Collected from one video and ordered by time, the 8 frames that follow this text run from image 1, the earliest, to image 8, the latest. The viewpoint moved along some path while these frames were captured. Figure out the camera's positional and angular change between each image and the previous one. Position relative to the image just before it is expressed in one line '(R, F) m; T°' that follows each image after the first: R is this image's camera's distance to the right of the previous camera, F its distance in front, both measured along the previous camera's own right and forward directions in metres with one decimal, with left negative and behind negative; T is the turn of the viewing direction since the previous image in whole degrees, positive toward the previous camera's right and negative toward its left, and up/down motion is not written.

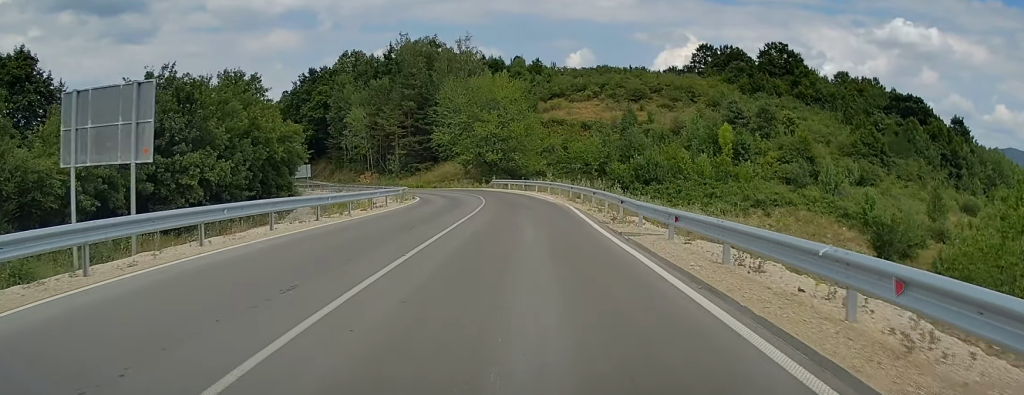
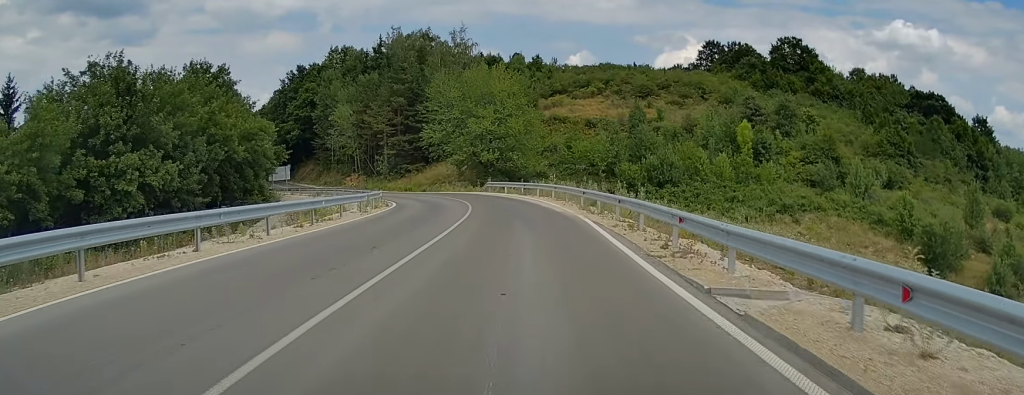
(-0.1, +8.2) m; -1°
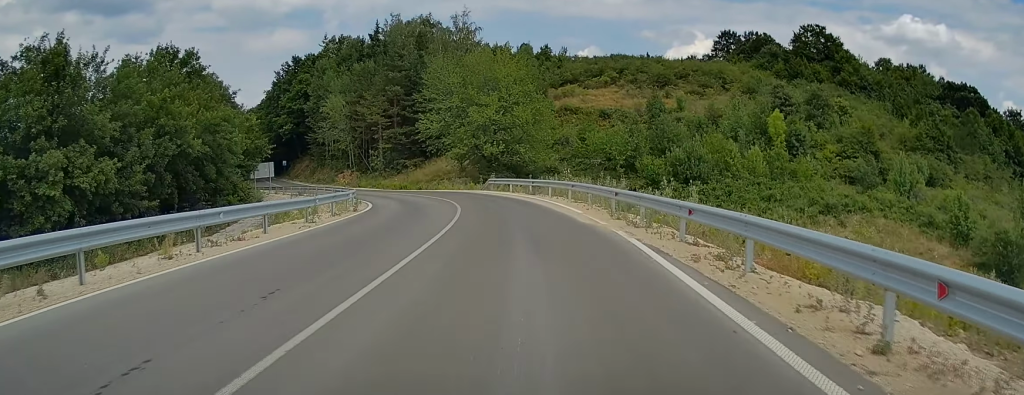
(0.0, +8.2) m; -1°
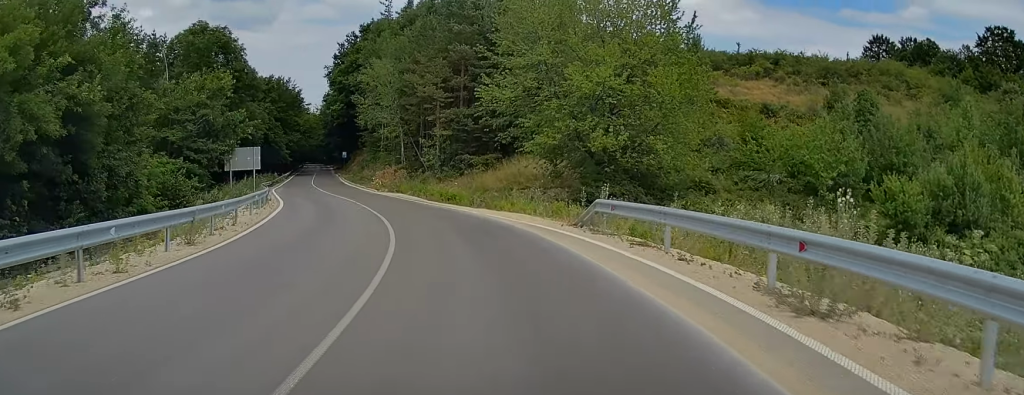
(-2.1, +28.9) m; -11°
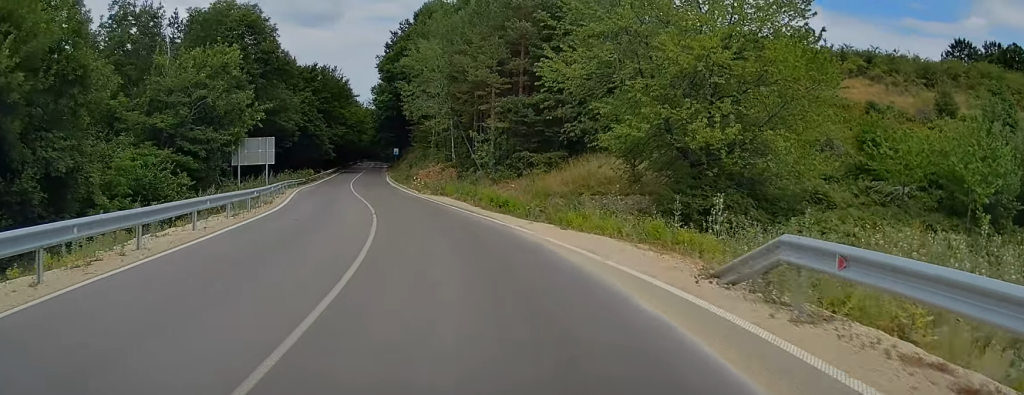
(-0.3, +9.1) m; -5°
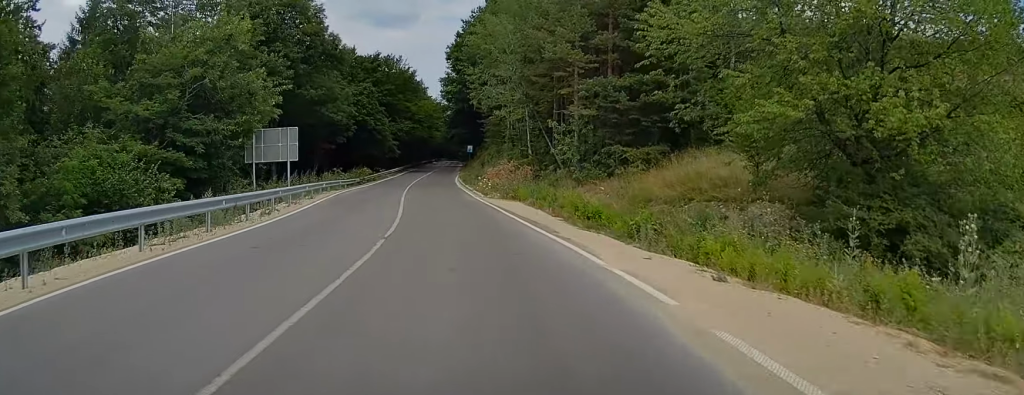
(-0.4, +9.3) m; -5°
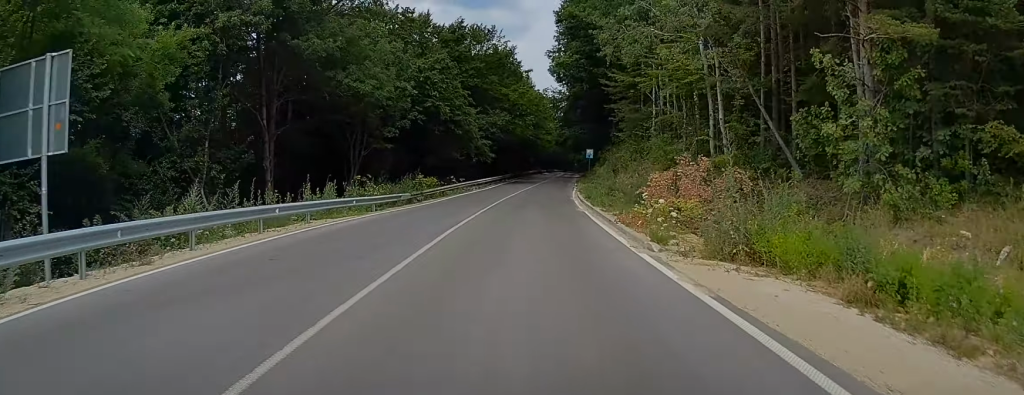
(-2.1, +24.3) m; -7°
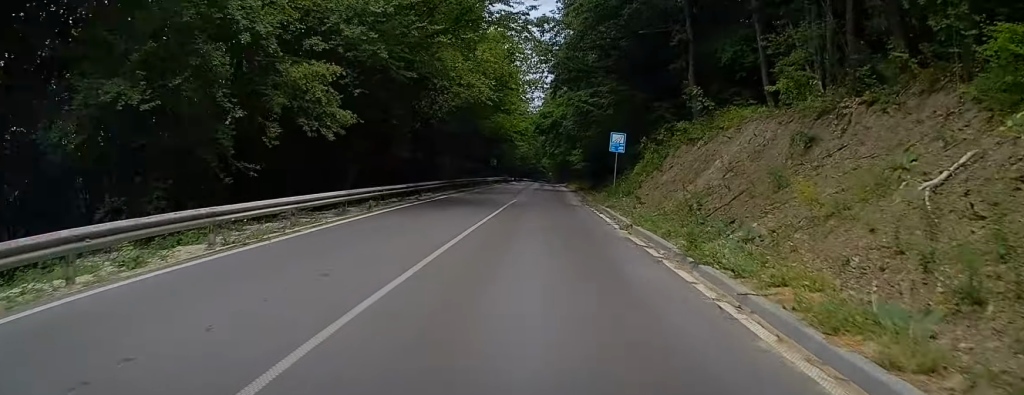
(+0.7, +41.3) m; +3°
